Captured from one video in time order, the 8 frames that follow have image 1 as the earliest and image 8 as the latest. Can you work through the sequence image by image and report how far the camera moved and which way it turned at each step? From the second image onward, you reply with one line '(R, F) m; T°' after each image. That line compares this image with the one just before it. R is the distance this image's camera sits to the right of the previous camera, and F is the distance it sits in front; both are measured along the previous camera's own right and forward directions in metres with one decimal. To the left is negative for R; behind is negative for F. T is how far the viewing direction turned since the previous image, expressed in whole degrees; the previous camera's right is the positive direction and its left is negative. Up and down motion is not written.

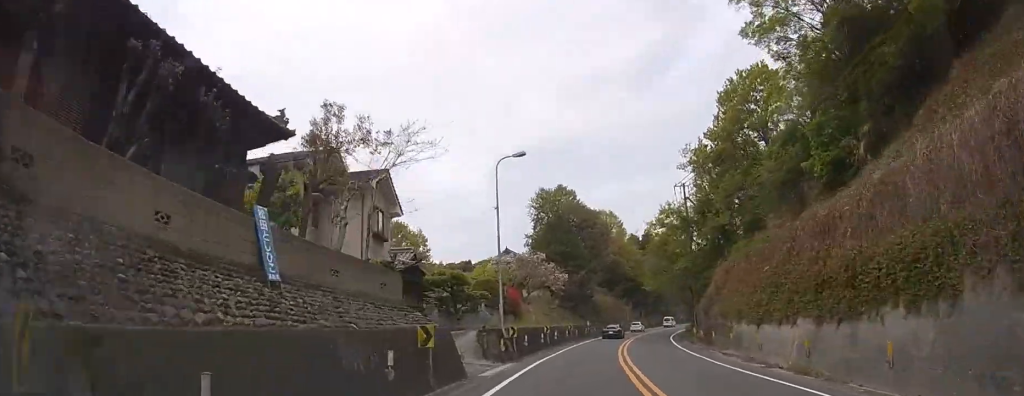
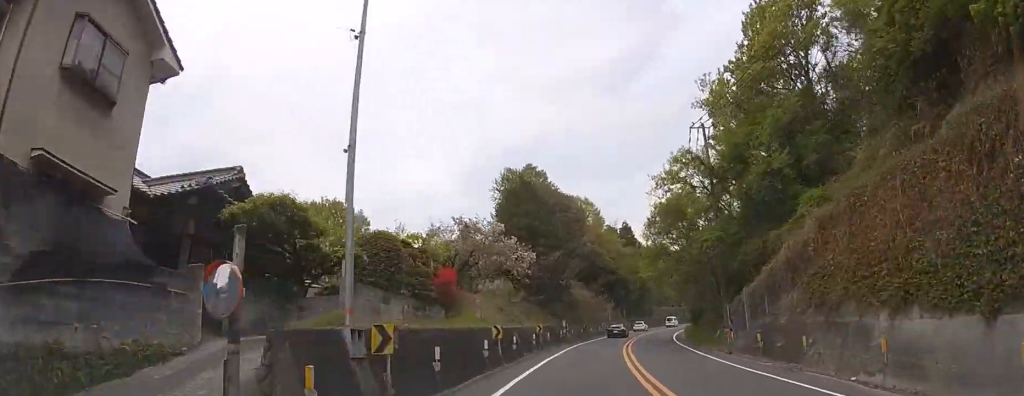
(+0.6, +14.3) m; +4°
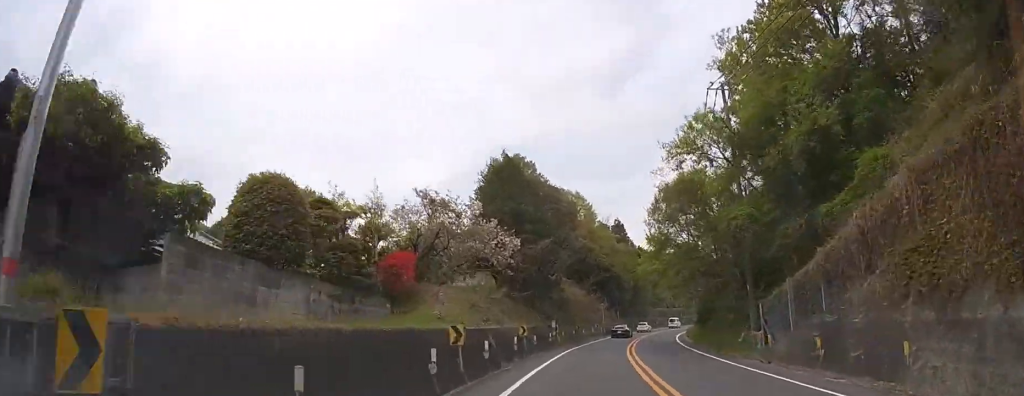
(+0.1, +5.8) m; +1°
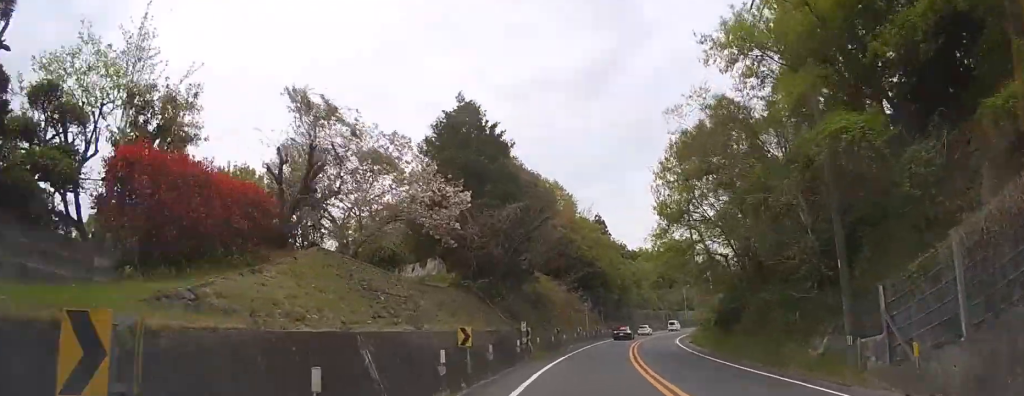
(+0.2, +10.1) m; +3°
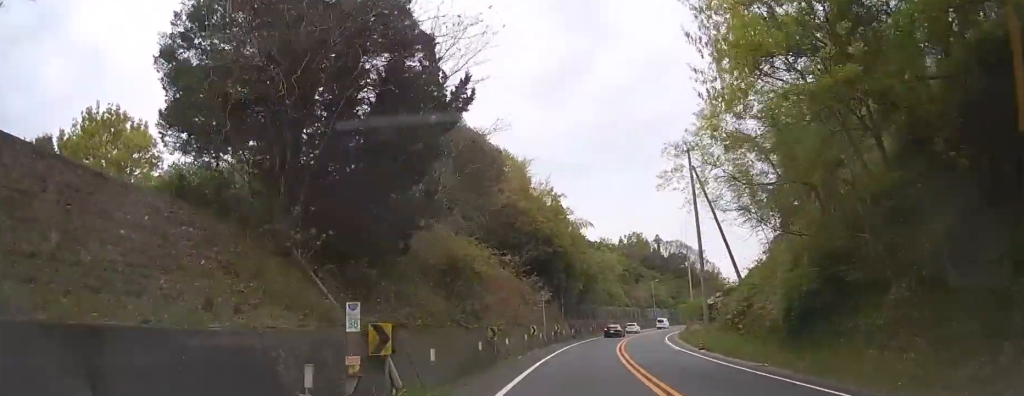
(+0.6, +14.9) m; +5°
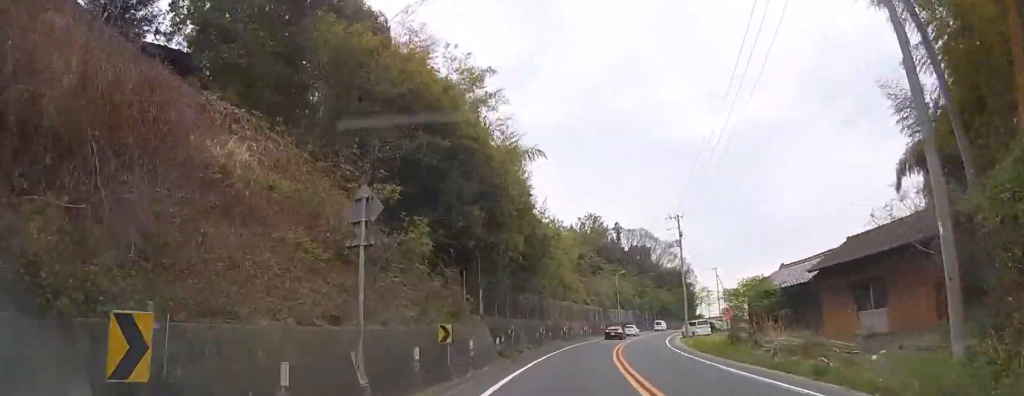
(+1.6, +25.1) m; +6°
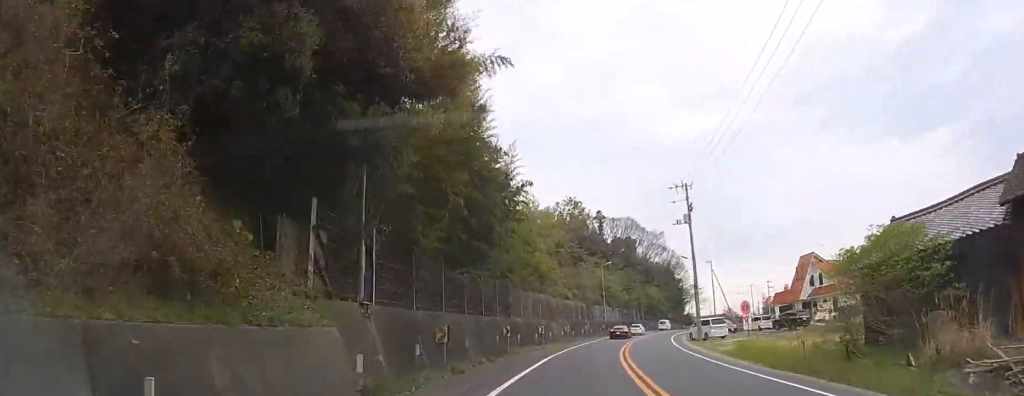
(+0.2, +12.6) m; +3°
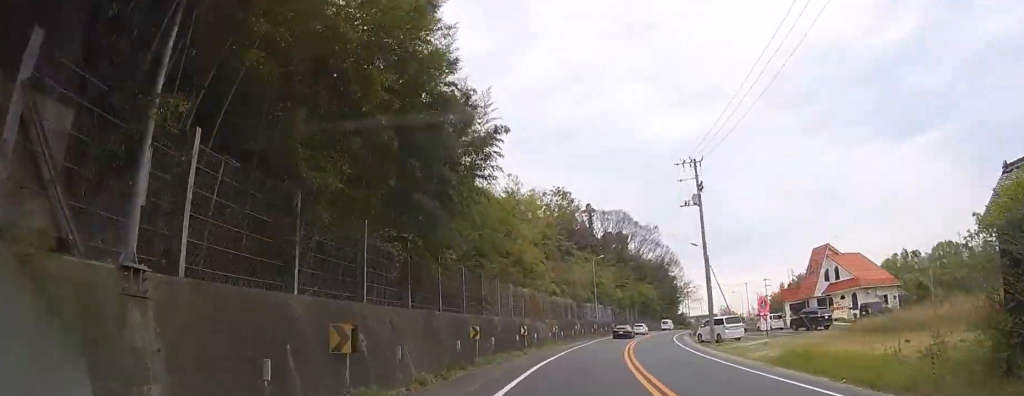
(+0.2, +6.4) m; +2°
